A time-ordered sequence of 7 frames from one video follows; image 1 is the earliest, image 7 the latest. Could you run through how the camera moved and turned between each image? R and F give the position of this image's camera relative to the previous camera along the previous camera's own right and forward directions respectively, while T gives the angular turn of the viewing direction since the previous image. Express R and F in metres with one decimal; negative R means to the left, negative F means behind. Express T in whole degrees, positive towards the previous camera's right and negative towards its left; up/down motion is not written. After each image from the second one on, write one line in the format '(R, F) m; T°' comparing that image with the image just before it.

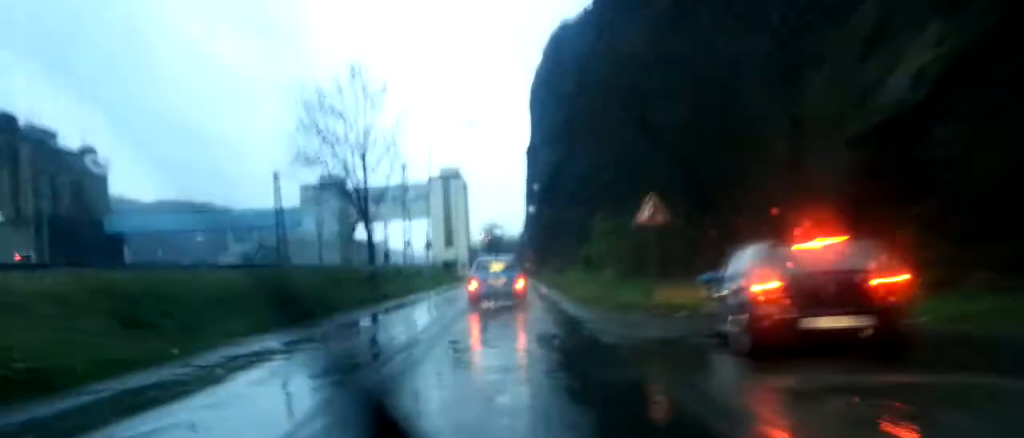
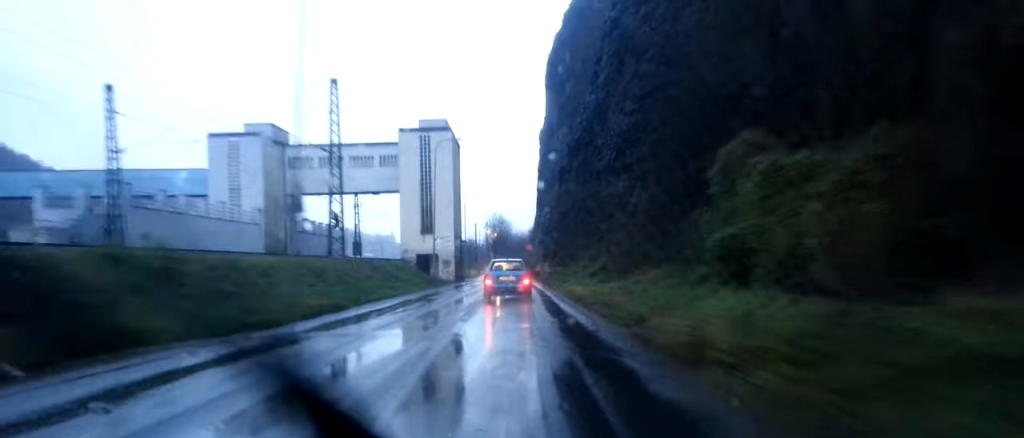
(+0.9, +30.0) m; +2°
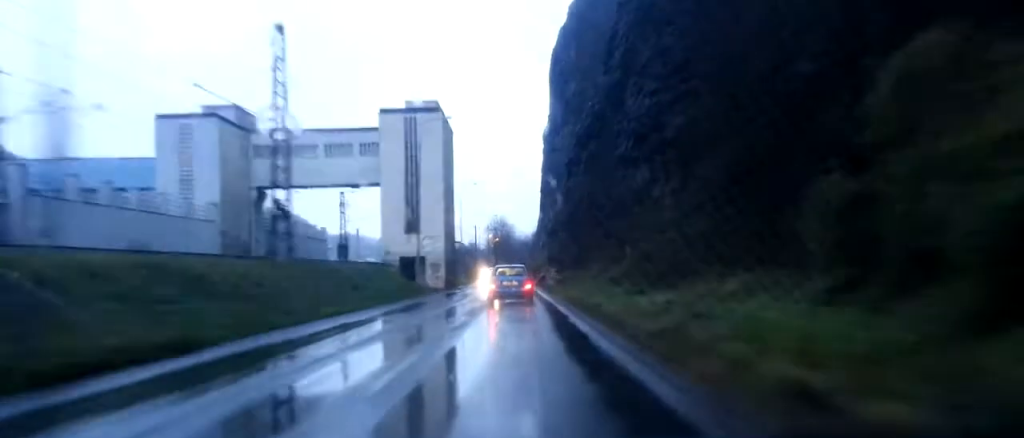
(+0.1, +9.9) m; 0°
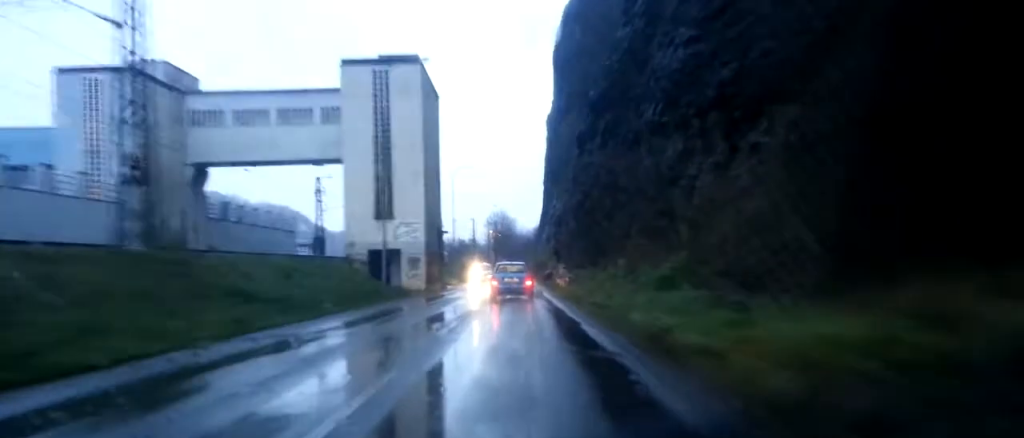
(-0.1, +12.1) m; 0°
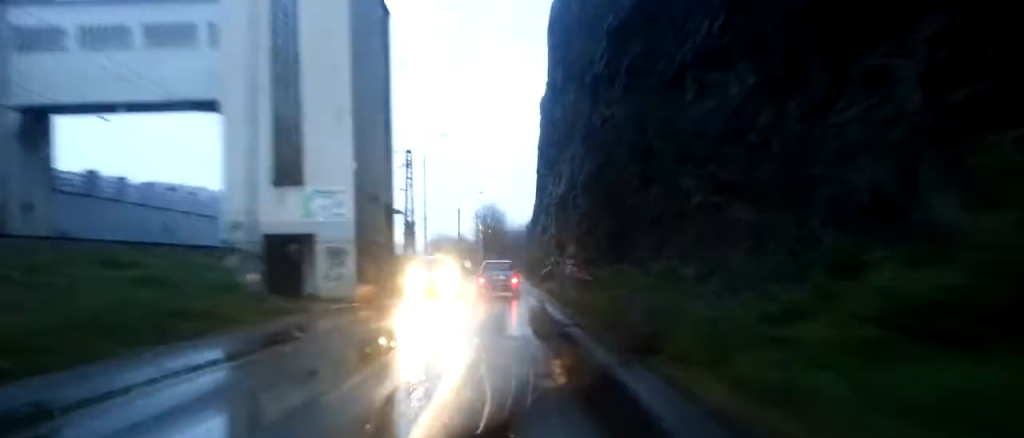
(+0.1, +16.2) m; 0°
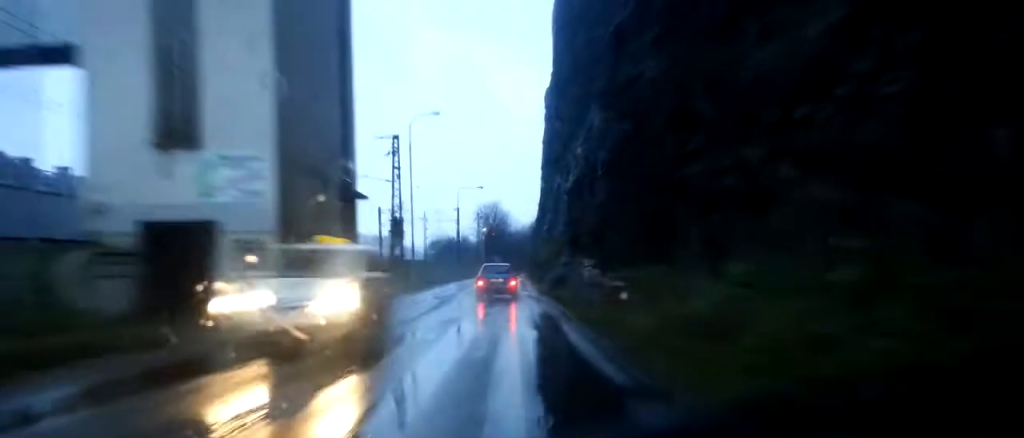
(0.0, +8.6) m; -1°
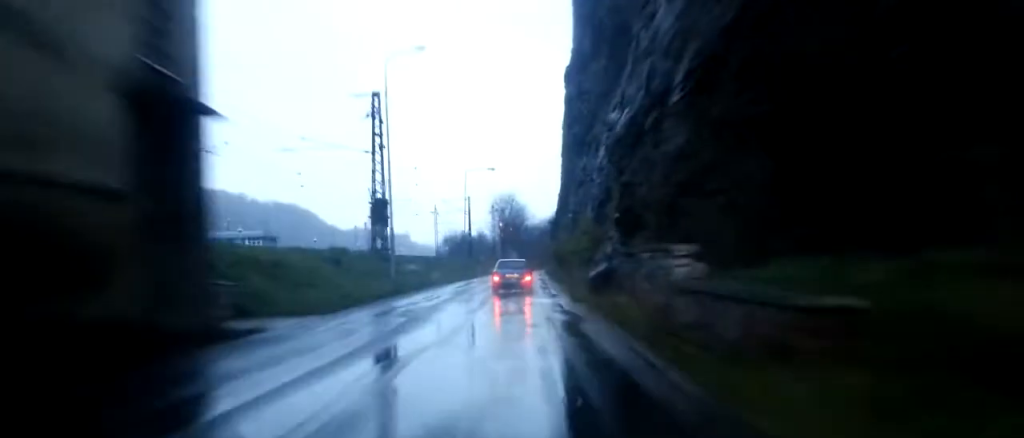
(-0.2, +13.6) m; -1°
